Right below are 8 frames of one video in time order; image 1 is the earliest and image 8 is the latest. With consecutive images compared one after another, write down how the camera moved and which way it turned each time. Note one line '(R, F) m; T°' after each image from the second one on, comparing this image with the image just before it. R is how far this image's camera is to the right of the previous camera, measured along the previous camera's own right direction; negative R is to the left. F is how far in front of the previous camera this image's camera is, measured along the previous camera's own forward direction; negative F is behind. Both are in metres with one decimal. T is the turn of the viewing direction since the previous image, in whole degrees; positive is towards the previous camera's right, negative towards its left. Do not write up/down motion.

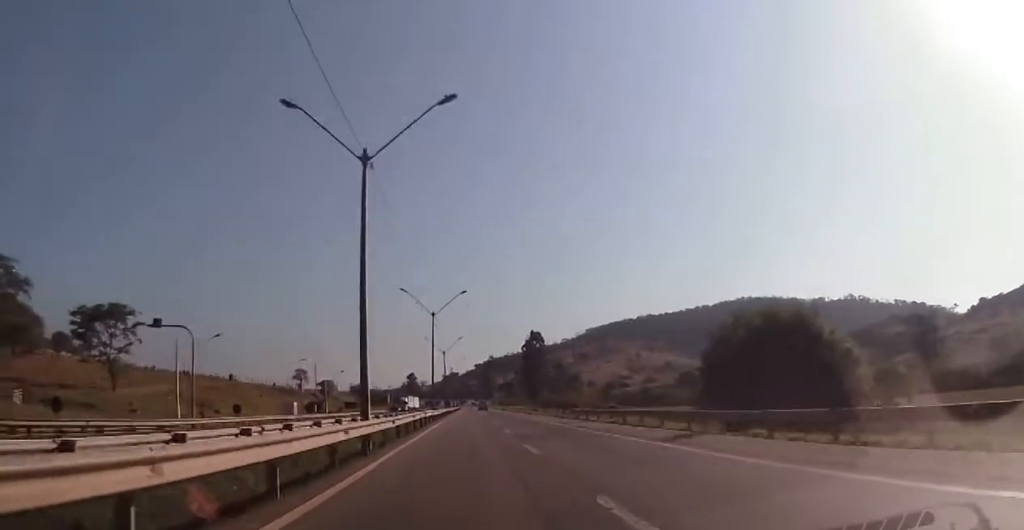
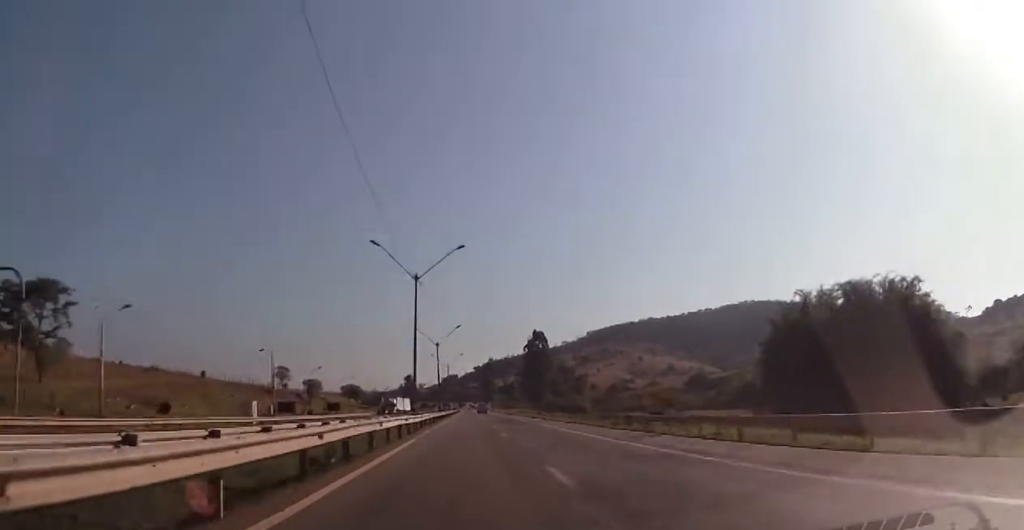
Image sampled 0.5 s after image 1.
(+0.2, +17.9) m; 0°
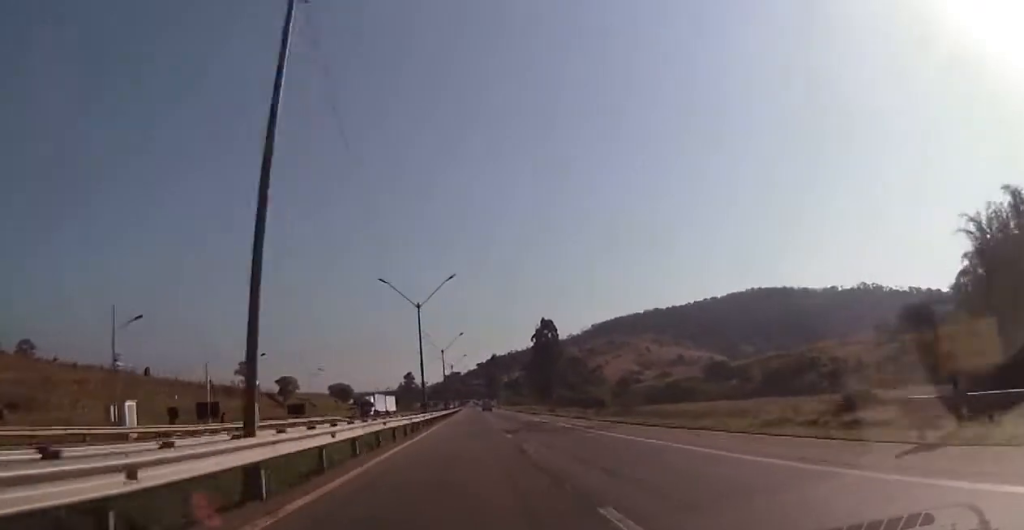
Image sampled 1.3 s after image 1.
(0.0, +30.1) m; 0°
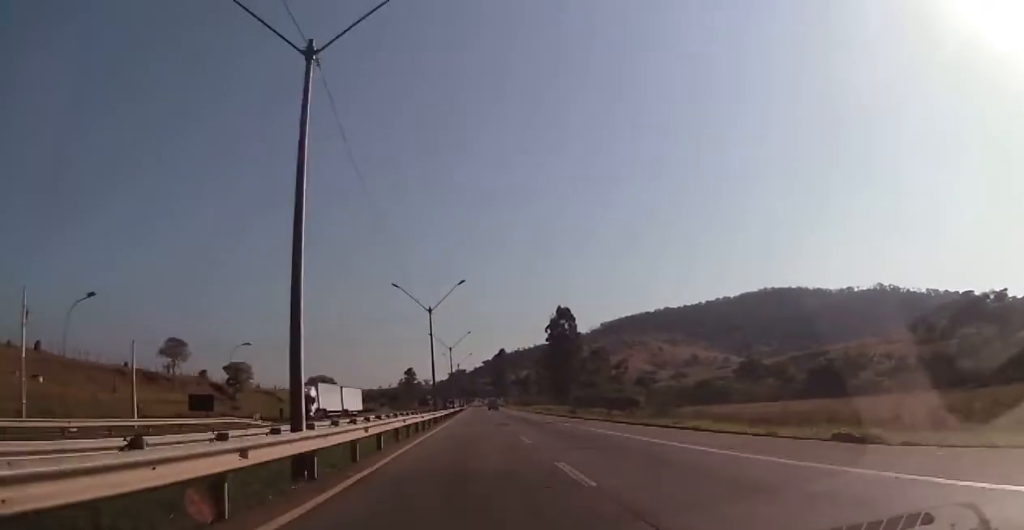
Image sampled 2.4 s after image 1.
(-0.4, +37.8) m; -1°
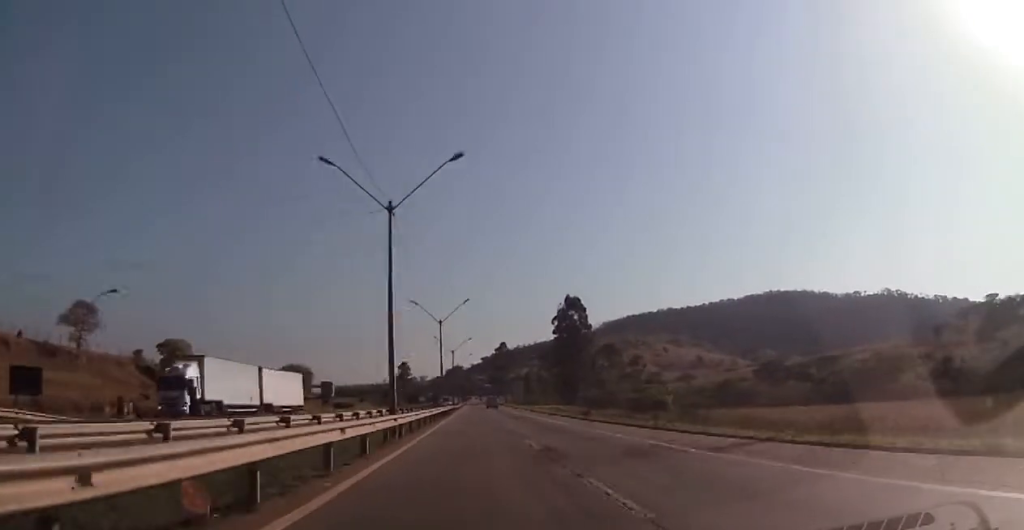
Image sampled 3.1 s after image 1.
(-0.1, +27.2) m; 0°
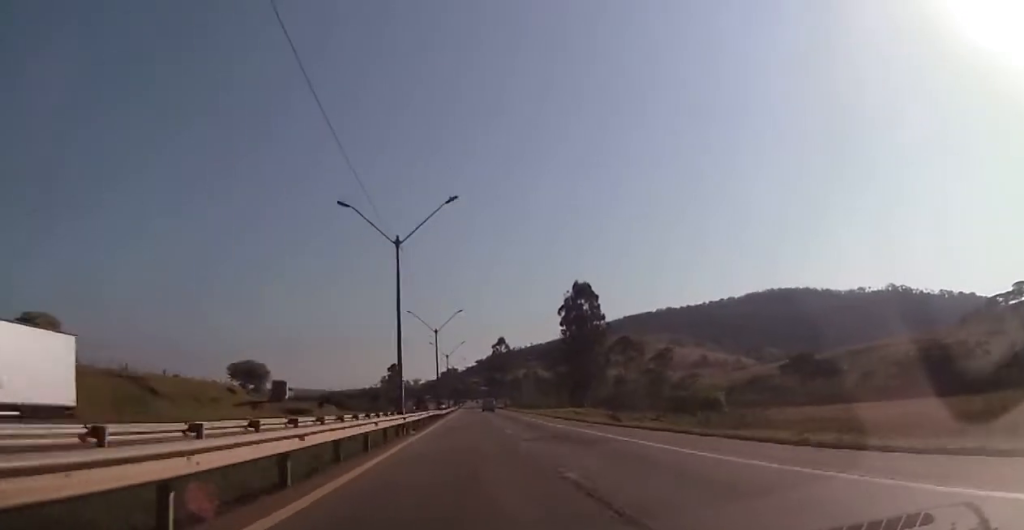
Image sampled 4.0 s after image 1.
(+0.2, +34.0) m; +1°
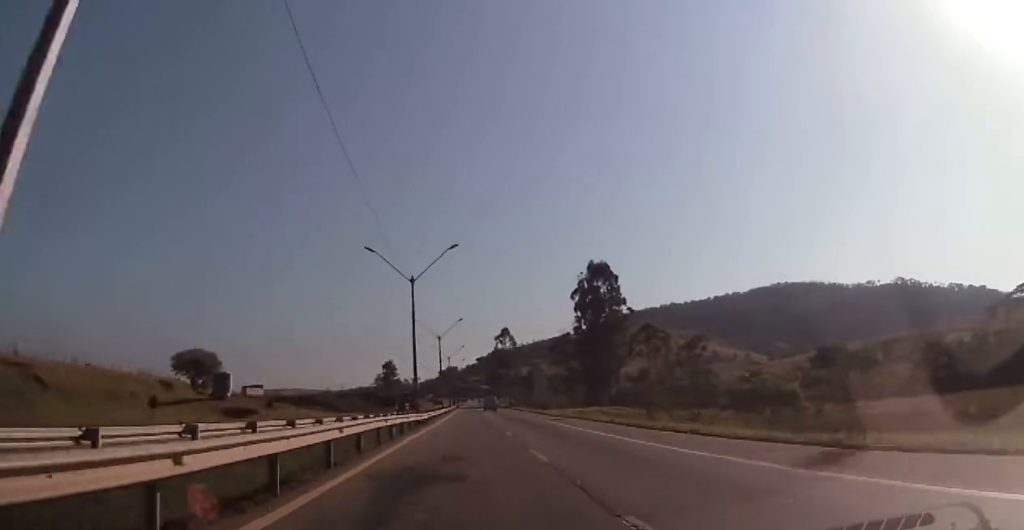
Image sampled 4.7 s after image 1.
(+0.3, +28.0) m; +1°
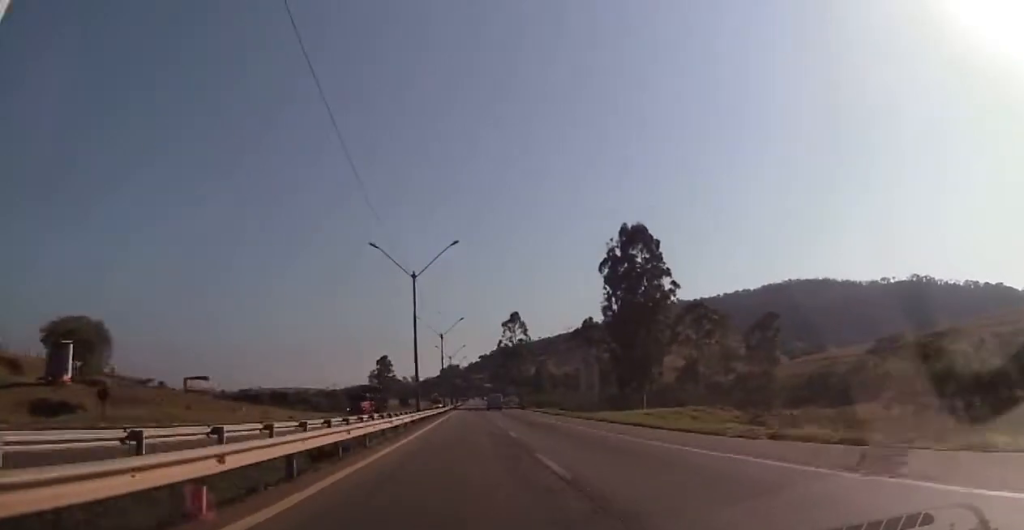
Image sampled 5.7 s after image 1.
(0.0, +38.5) m; 0°
